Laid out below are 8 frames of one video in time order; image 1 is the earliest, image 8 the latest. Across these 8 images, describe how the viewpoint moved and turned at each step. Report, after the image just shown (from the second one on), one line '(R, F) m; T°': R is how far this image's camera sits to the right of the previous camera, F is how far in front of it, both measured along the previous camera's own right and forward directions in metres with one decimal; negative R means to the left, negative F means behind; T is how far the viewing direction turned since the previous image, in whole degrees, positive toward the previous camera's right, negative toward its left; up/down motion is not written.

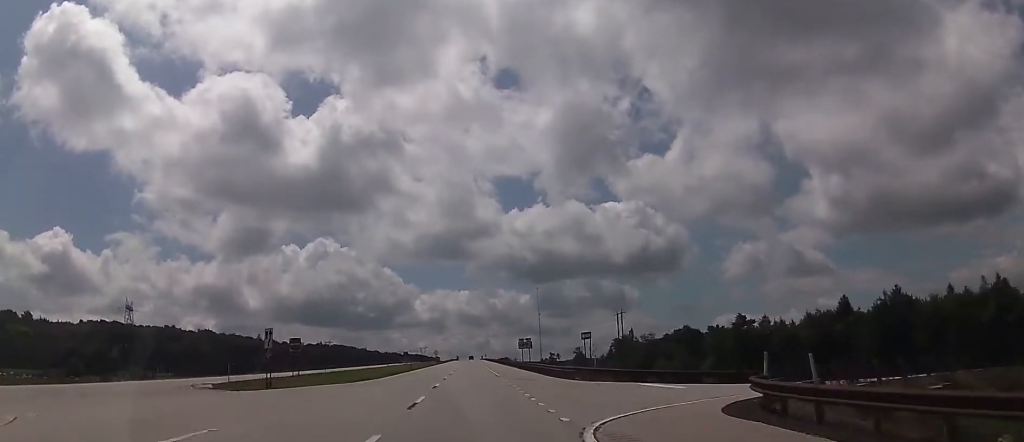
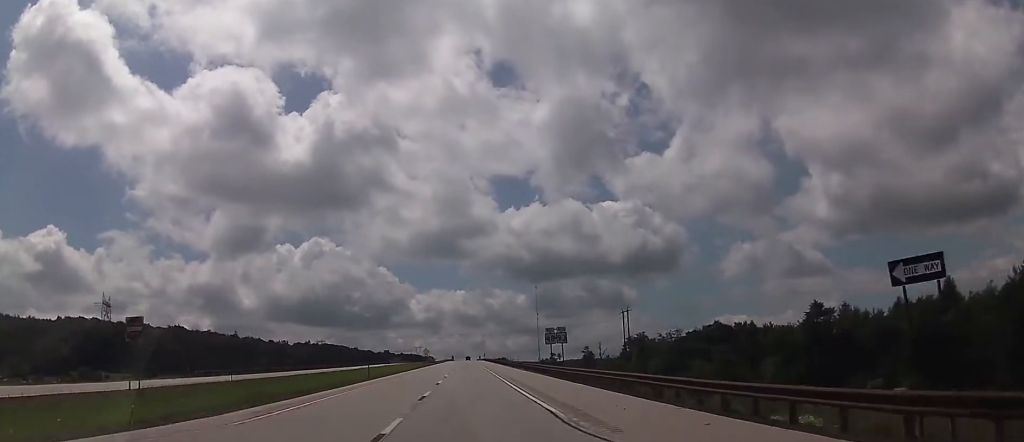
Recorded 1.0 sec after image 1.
(+0.6, +33.0) m; 0°
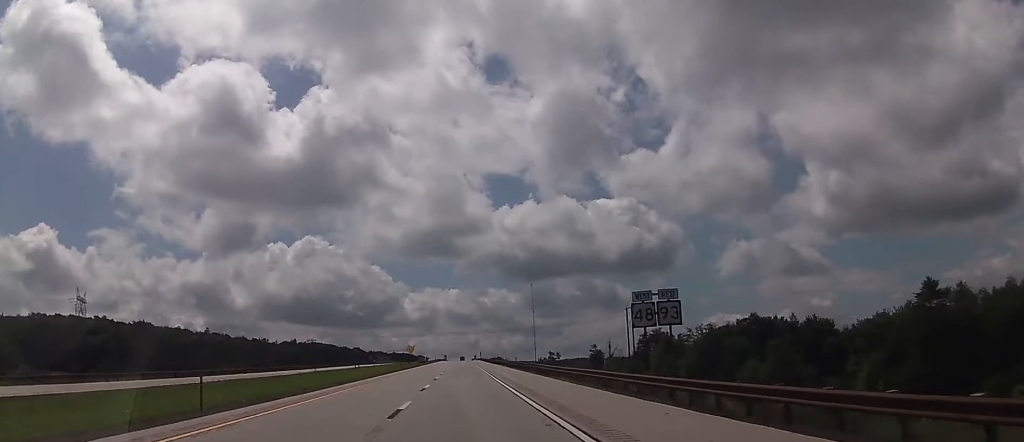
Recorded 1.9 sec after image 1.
(-0.4, +30.8) m; -1°
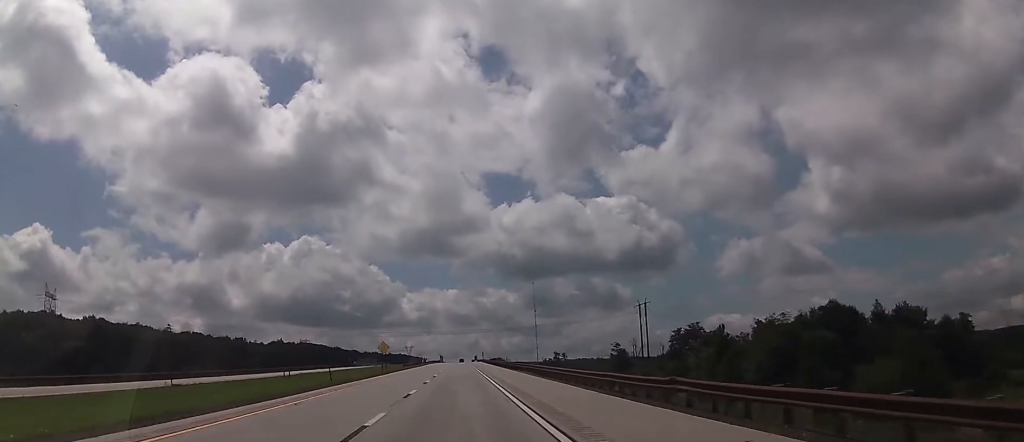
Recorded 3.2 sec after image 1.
(+0.1, +40.8) m; +1°
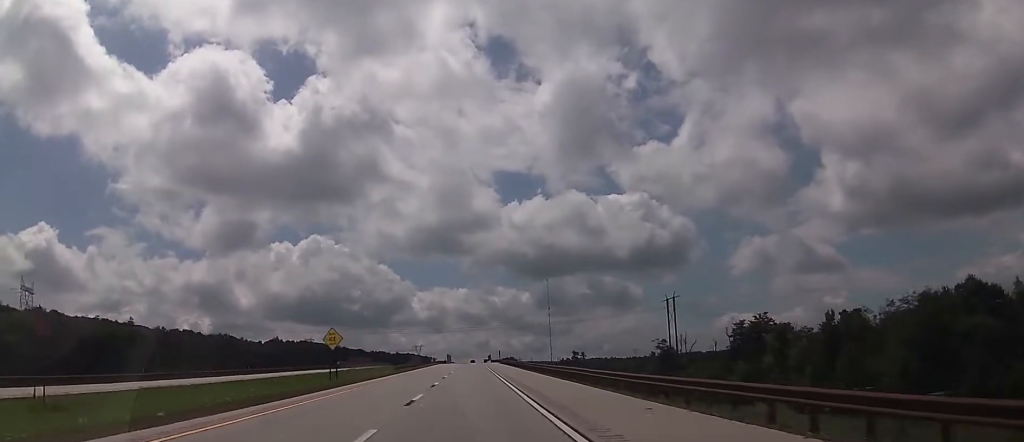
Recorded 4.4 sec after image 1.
(-0.1, +40.7) m; -1°
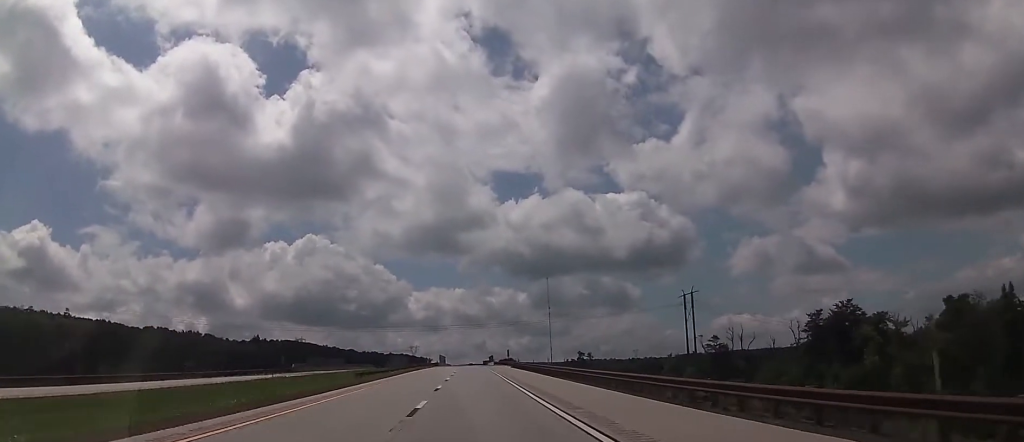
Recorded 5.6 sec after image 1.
(-0.4, +39.6) m; 0°
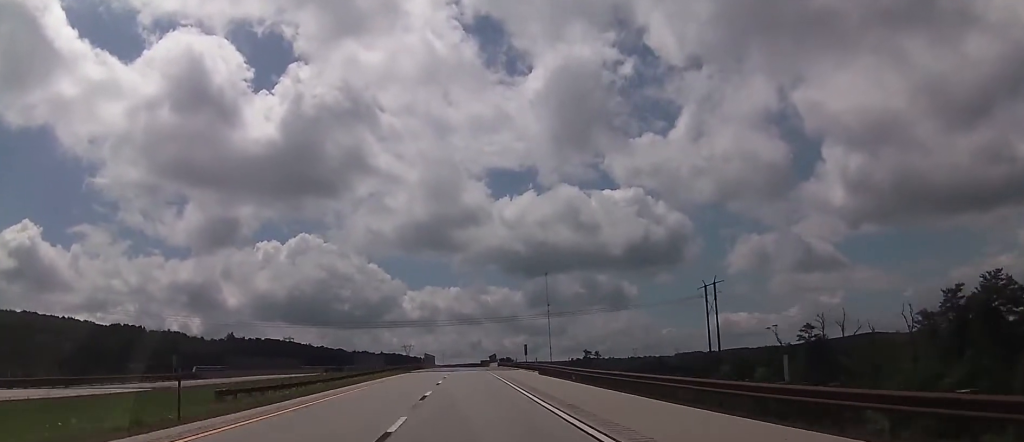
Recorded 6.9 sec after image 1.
(+0.3, +42.8) m; 0°
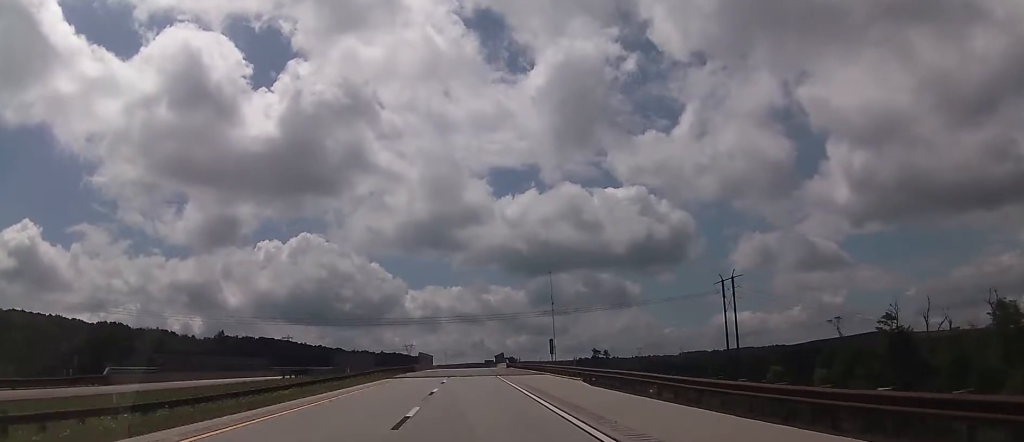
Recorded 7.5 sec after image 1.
(0.0, +20.8) m; 0°
